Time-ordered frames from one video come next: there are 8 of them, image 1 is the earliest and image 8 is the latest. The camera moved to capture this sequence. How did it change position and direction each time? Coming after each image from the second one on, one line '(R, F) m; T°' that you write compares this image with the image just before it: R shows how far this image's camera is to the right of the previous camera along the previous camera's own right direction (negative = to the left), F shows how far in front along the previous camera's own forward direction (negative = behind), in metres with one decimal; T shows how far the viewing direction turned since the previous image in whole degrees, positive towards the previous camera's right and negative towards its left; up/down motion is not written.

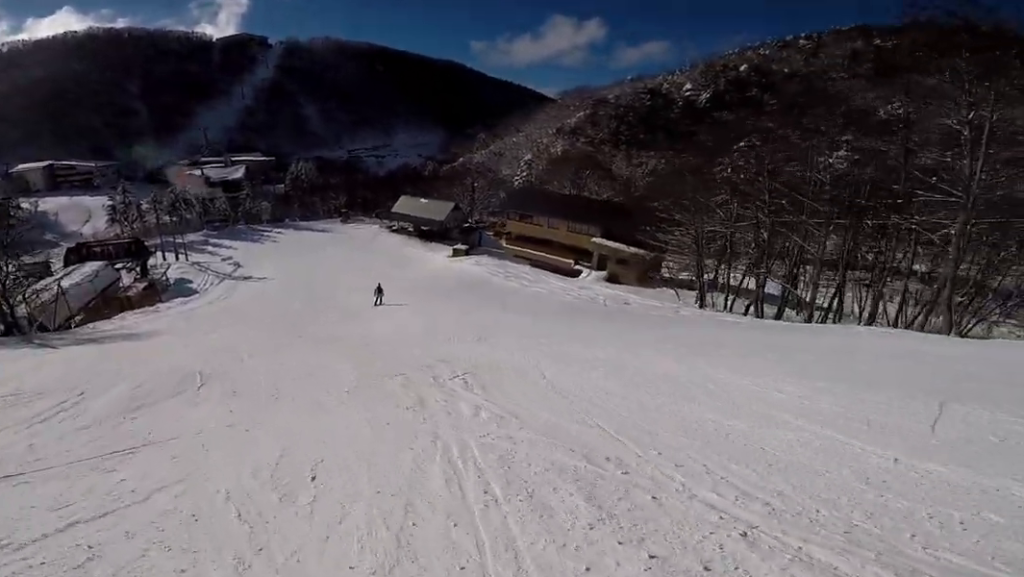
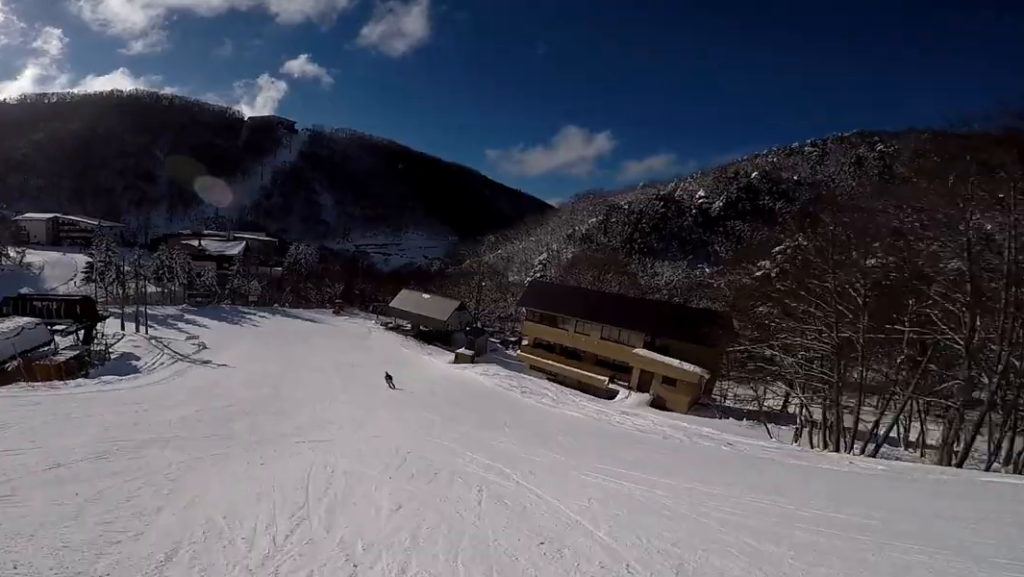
(+2.2, +11.9) m; +8°
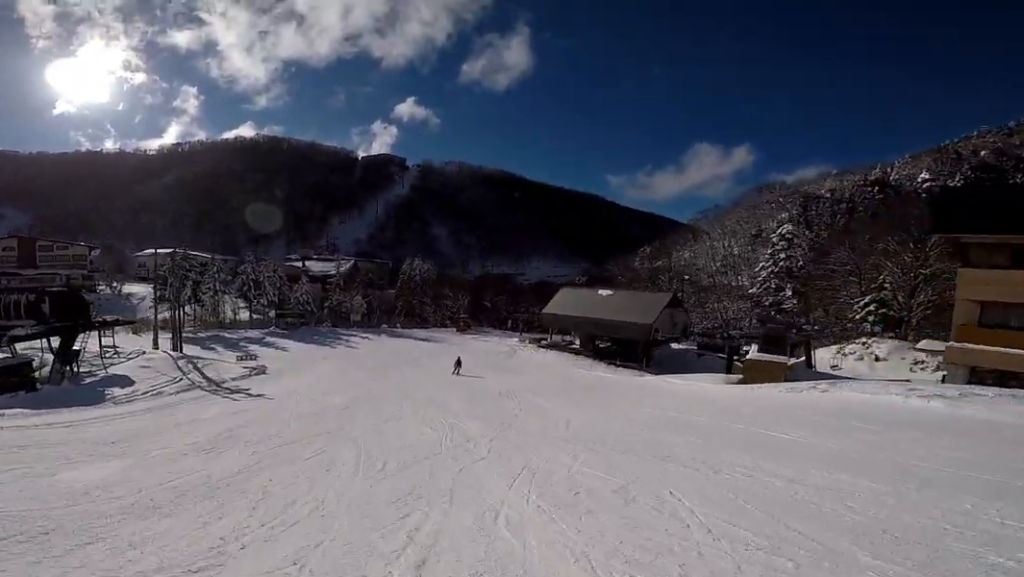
(-4.6, +27.6) m; -12°
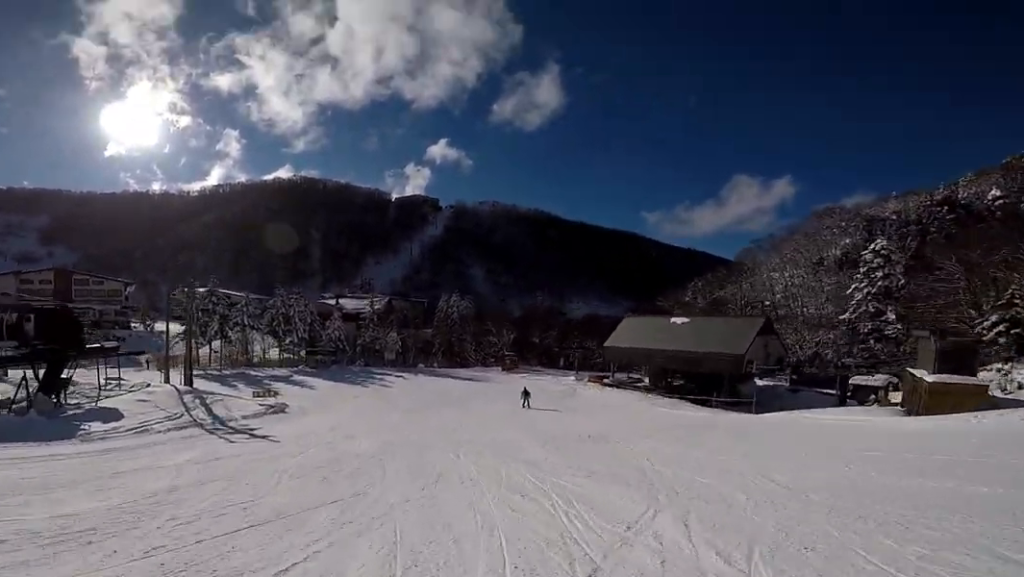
(-0.2, +6.1) m; 0°
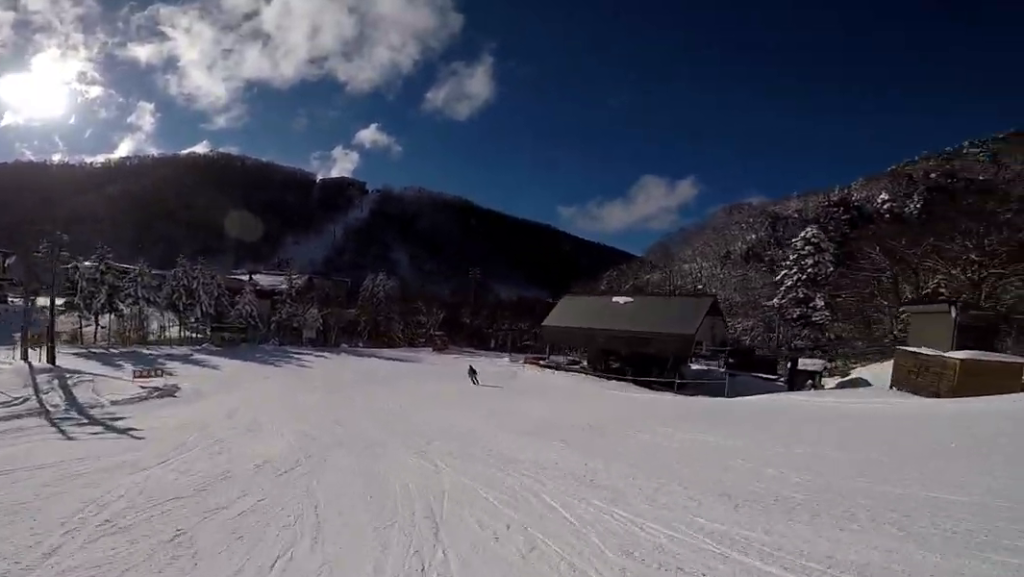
(+0.4, +5.3) m; 0°
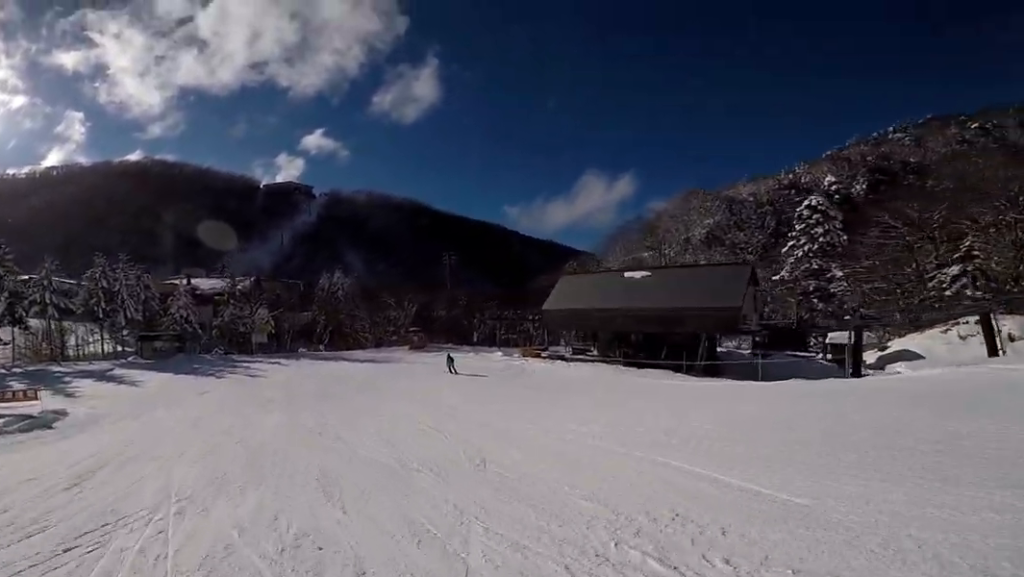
(+0.2, +8.4) m; 0°
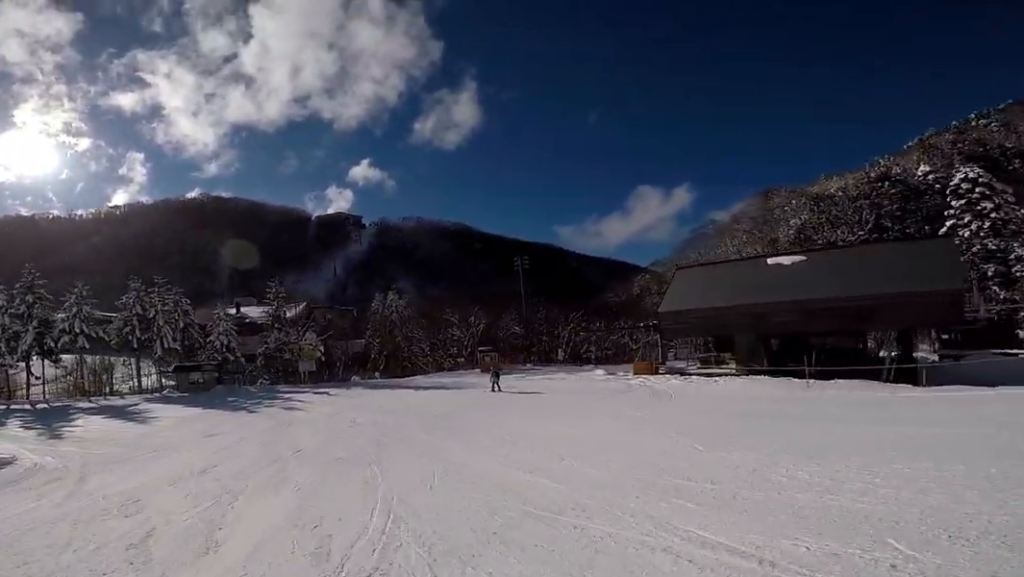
(-0.5, +7.7) m; 0°
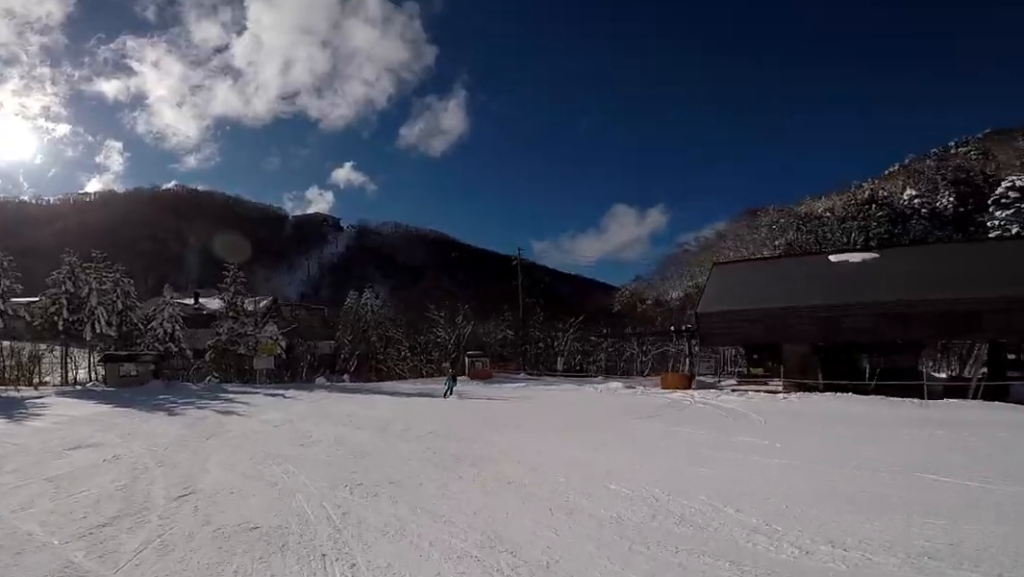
(+0.4, +5.9) m; +2°
